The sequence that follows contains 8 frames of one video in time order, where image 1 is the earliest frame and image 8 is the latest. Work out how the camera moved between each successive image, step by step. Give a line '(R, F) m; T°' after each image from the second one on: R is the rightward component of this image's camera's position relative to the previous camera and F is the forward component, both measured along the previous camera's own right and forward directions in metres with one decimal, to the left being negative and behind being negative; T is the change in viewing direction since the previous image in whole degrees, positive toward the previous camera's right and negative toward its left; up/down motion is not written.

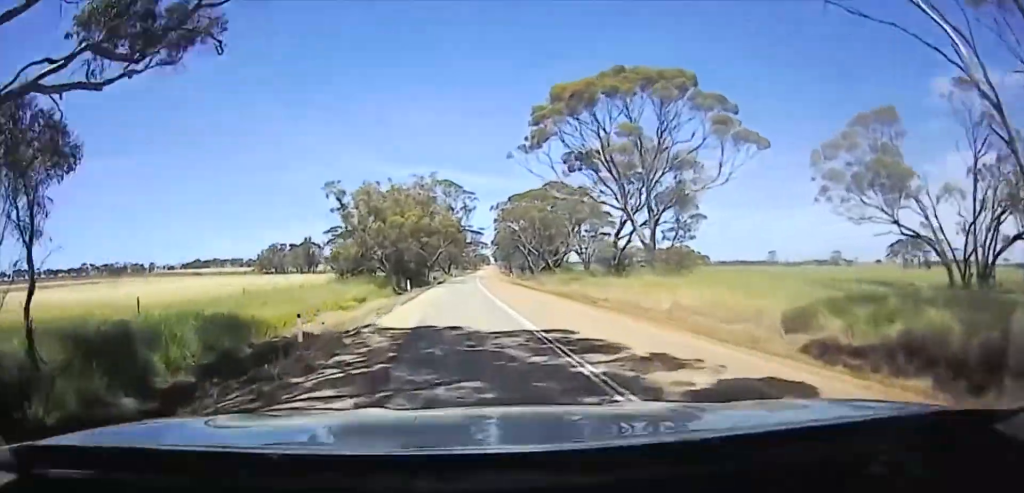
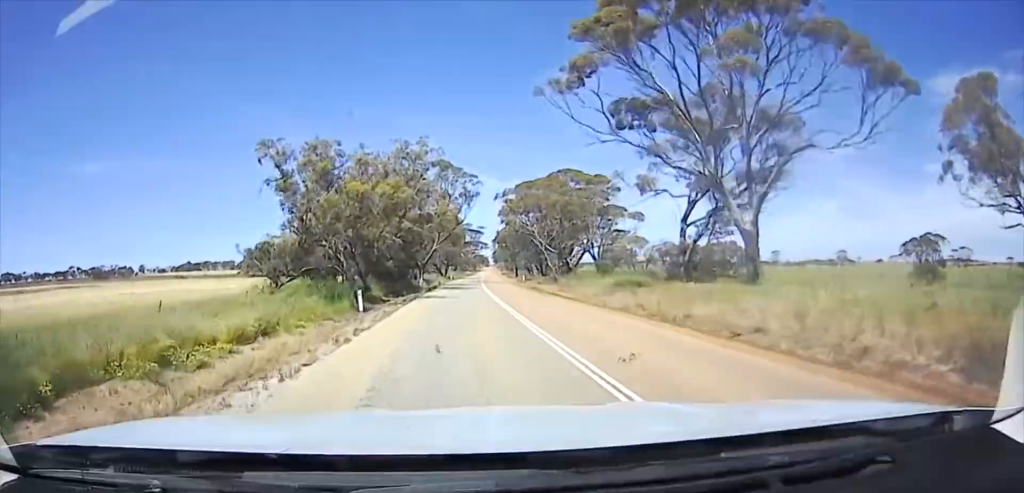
(0.0, +19.2) m; 0°
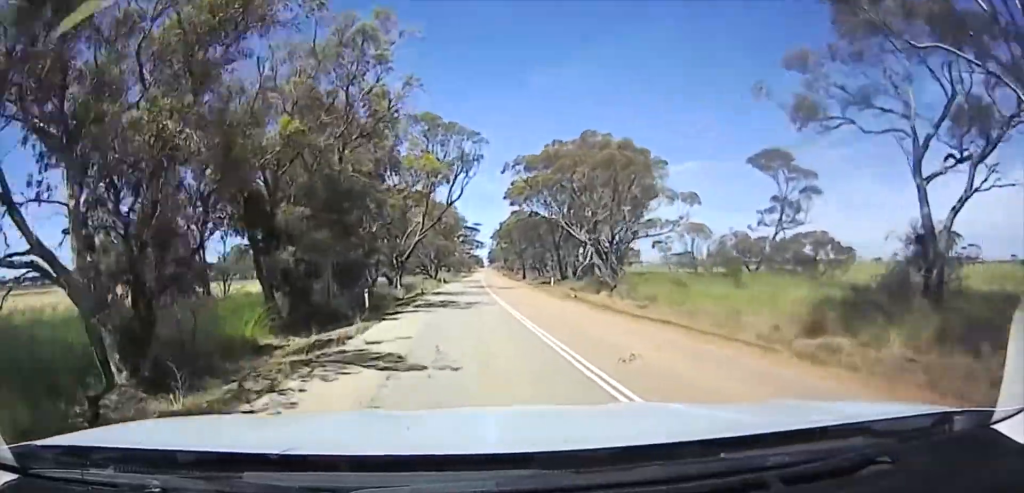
(0.0, +25.2) m; 0°
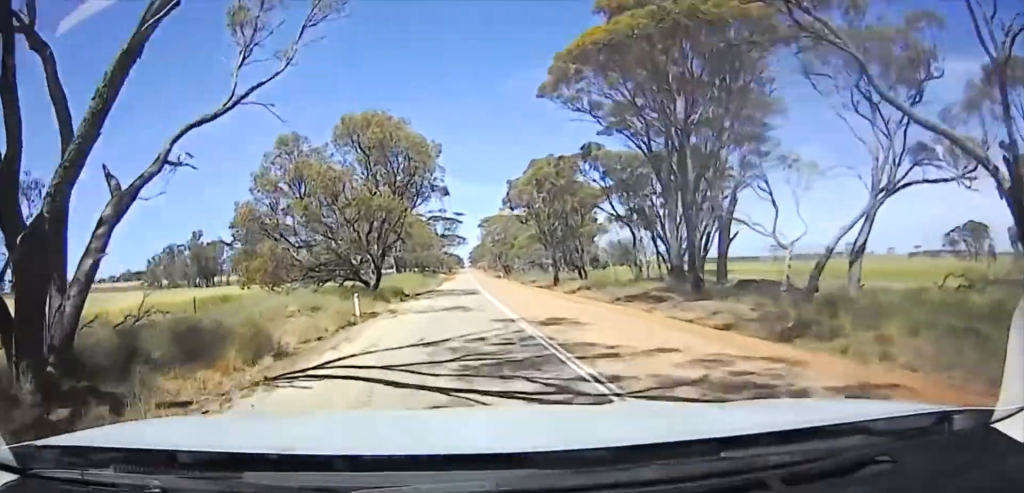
(0.0, +47.6) m; 0°
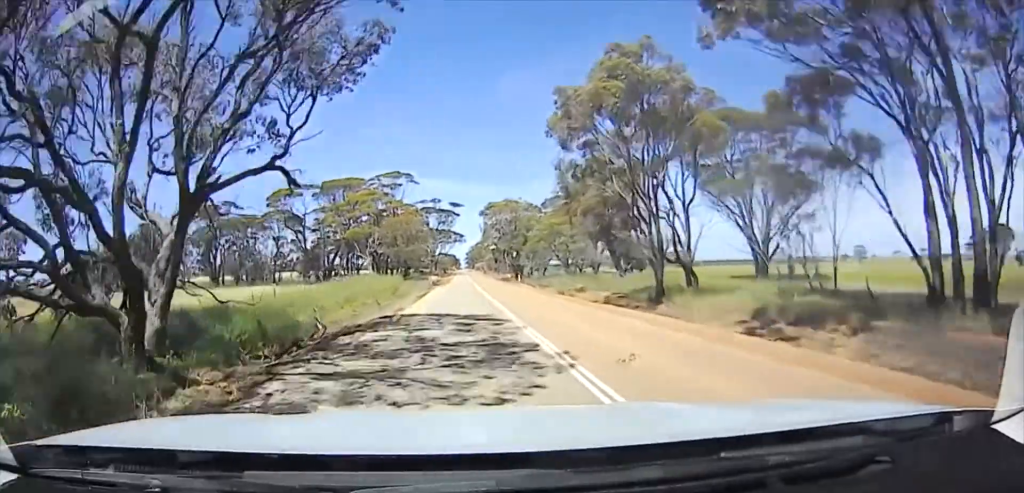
(0.0, +23.8) m; 0°
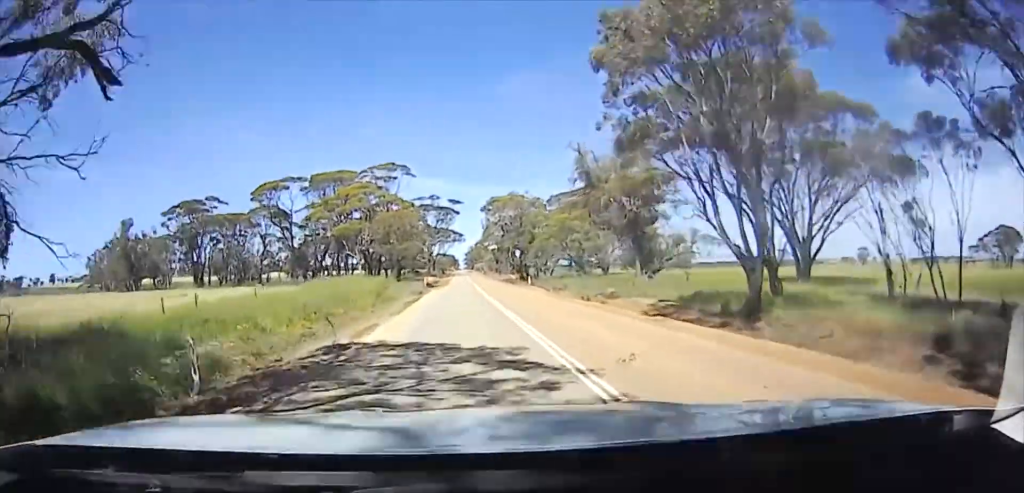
(0.0, +7.2) m; 0°
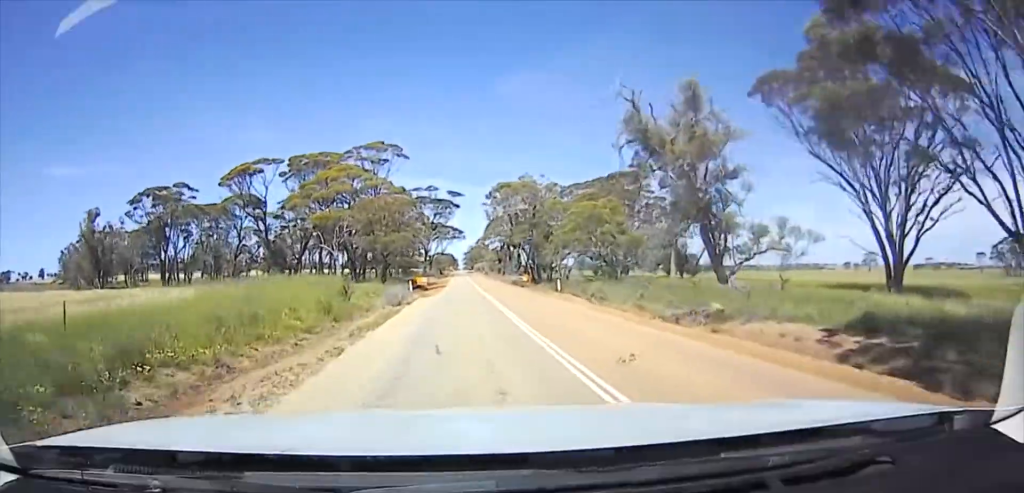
(0.0, +12.3) m; 0°
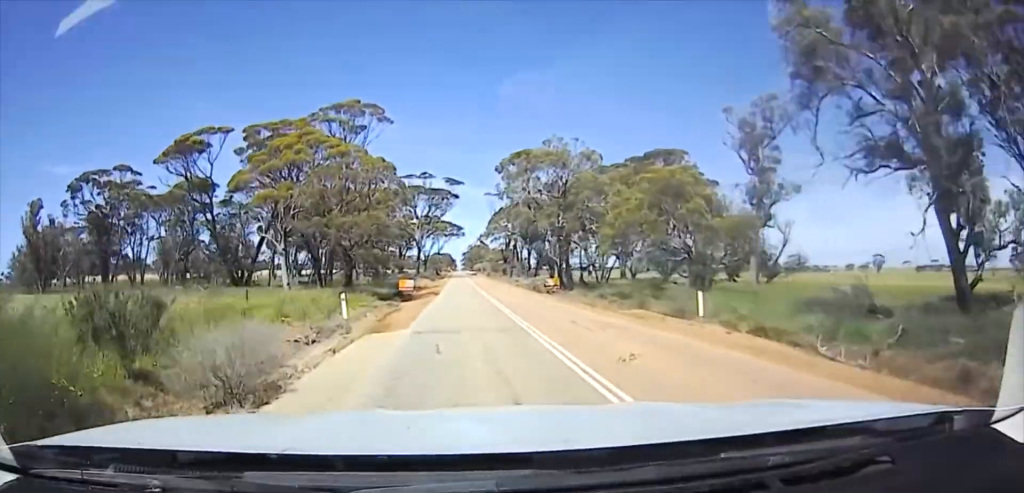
(0.0, +18.3) m; 0°
